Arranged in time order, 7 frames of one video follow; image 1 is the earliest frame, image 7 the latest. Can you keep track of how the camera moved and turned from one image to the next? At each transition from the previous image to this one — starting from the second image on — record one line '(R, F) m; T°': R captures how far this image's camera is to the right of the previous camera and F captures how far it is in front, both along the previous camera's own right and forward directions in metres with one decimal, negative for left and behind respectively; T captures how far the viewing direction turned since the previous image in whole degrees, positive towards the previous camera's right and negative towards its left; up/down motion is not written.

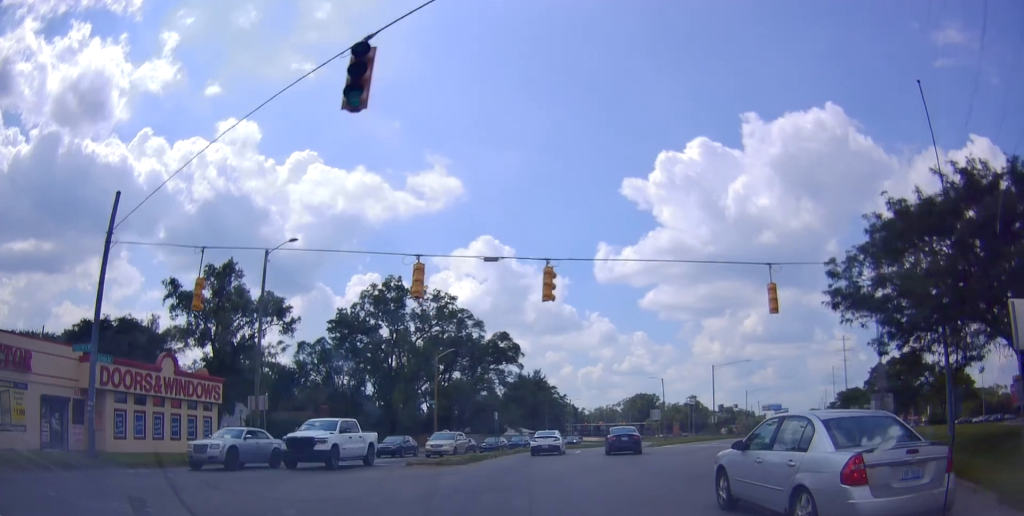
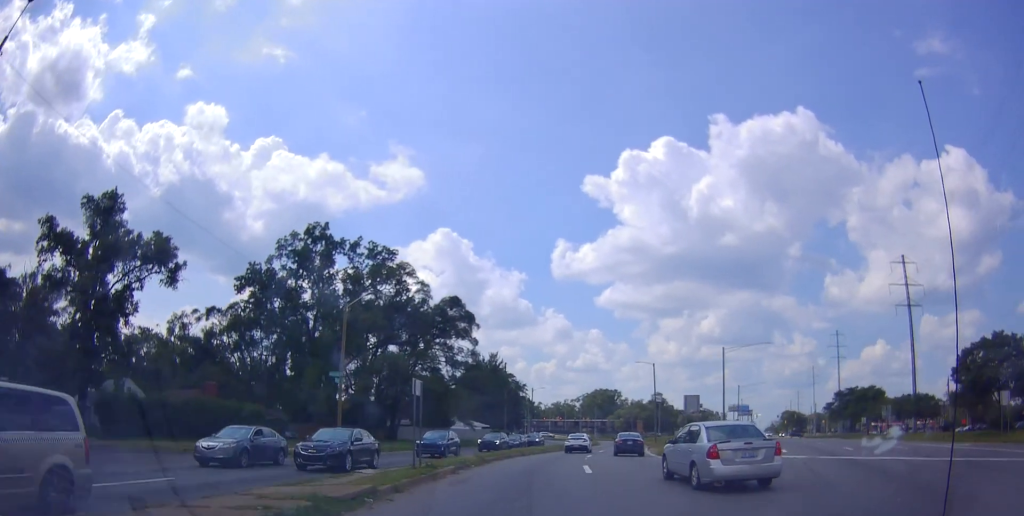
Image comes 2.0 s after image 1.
(-0.1, +19.6) m; +1°
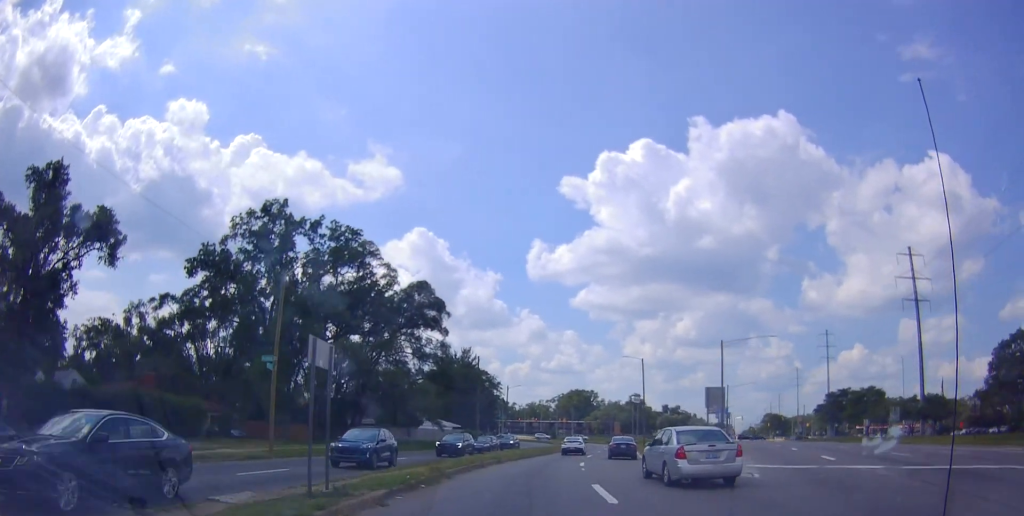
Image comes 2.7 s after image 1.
(0.0, +7.1) m; +2°
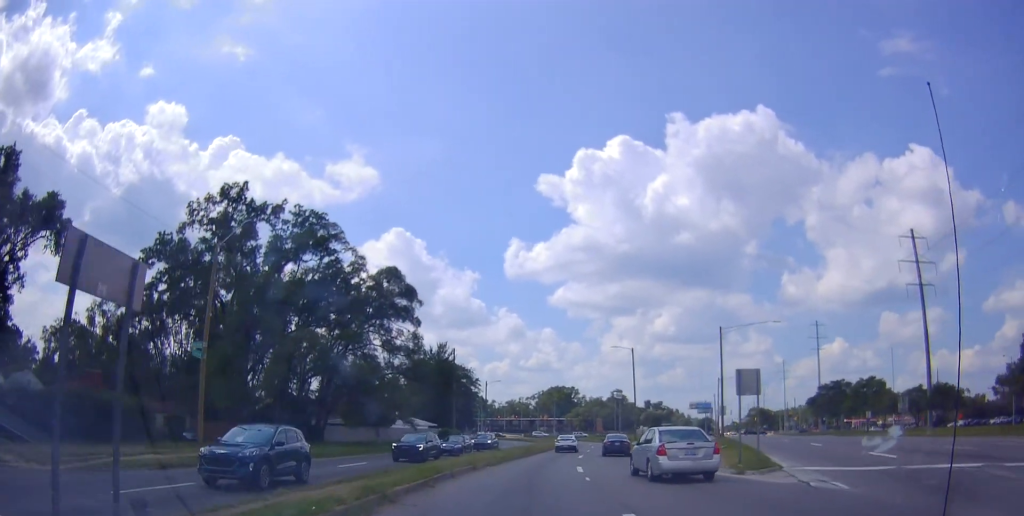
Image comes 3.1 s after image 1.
(+0.2, +5.5) m; +2°
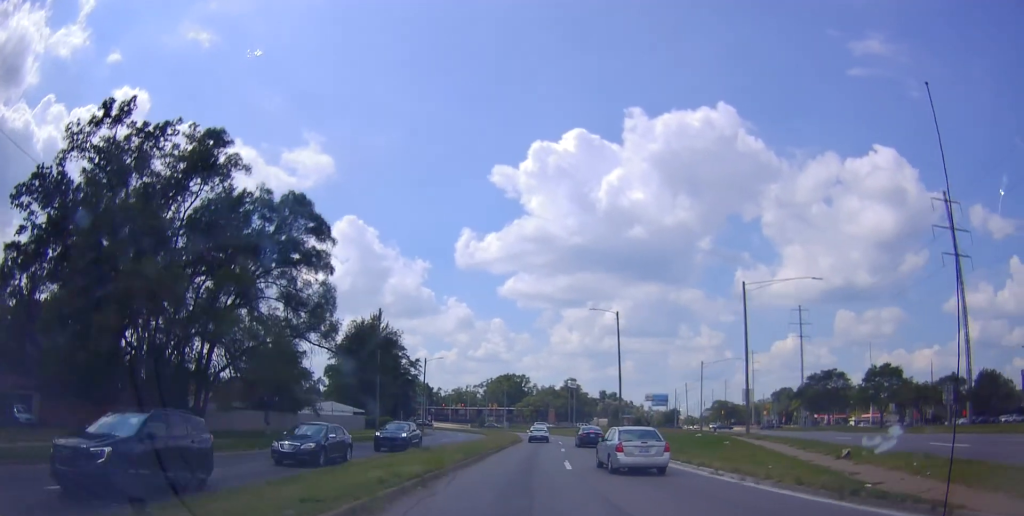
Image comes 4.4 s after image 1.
(+0.6, +16.0) m; +6°
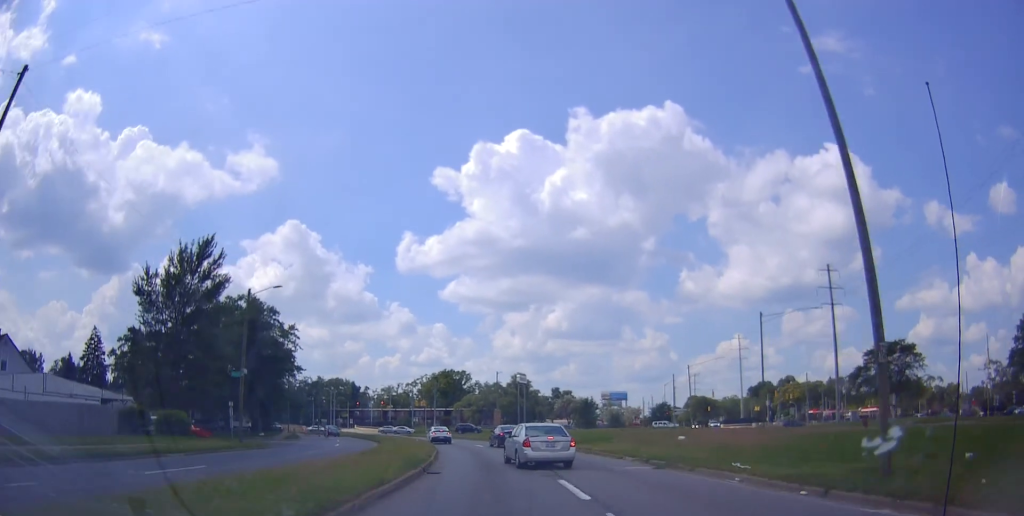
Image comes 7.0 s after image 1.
(+3.7, +38.6) m; +8°
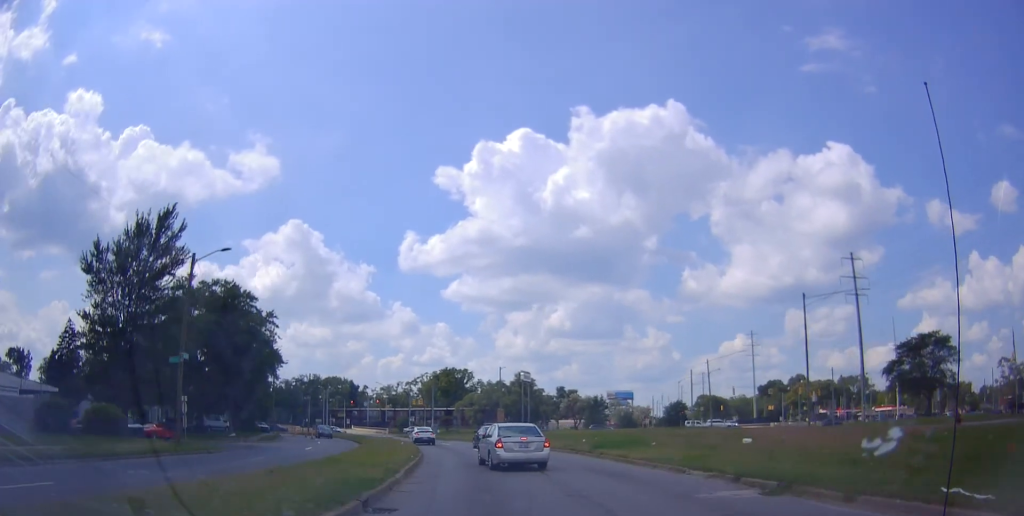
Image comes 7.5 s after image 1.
(-0.2, +7.9) m; +1°
